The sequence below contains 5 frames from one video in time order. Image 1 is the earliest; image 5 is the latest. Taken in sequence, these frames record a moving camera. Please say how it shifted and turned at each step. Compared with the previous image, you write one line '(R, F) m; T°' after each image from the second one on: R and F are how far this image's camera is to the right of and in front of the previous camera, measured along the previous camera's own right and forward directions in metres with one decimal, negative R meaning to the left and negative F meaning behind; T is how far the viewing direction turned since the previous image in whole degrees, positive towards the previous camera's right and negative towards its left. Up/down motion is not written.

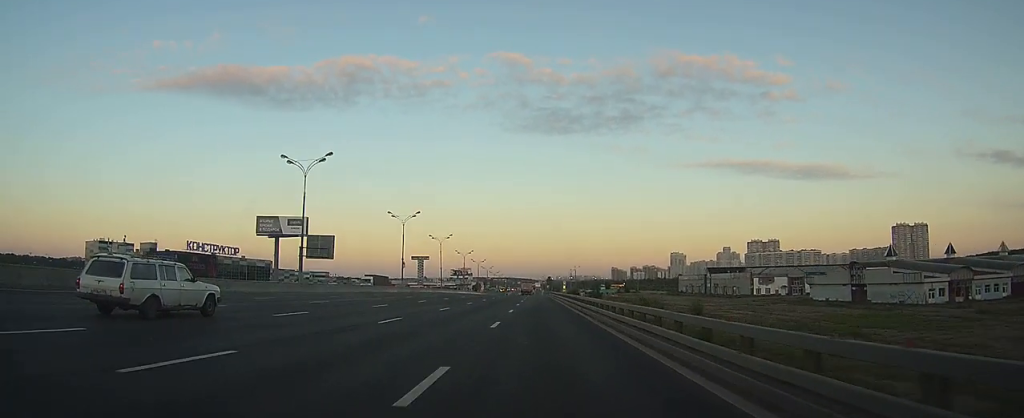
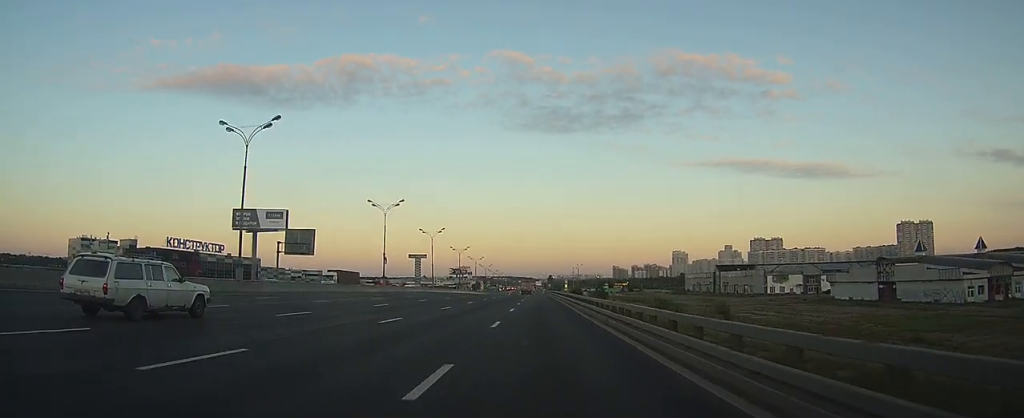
(0.0, +11.6) m; 0°
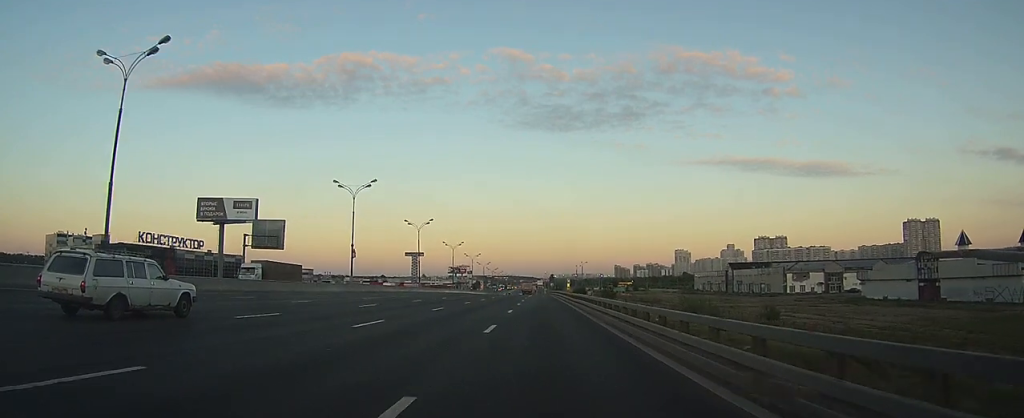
(0.0, +14.5) m; 0°
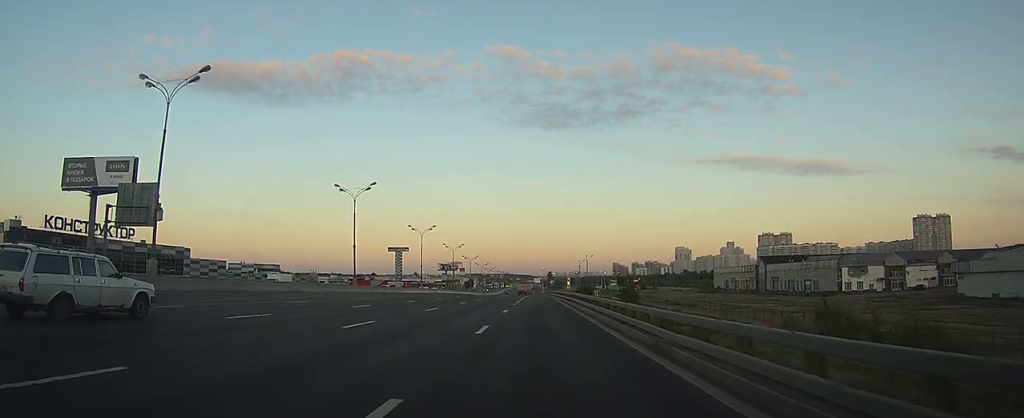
(-0.1, +35.7) m; 0°
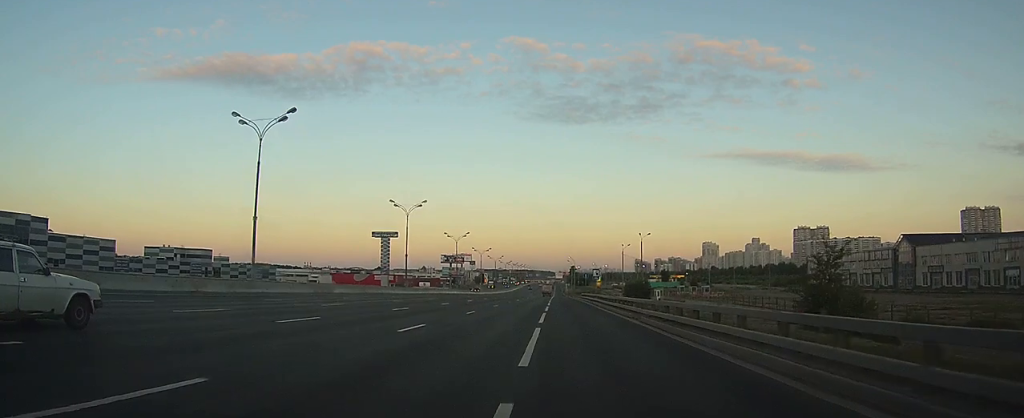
(-0.6, +71.2) m; -1°
